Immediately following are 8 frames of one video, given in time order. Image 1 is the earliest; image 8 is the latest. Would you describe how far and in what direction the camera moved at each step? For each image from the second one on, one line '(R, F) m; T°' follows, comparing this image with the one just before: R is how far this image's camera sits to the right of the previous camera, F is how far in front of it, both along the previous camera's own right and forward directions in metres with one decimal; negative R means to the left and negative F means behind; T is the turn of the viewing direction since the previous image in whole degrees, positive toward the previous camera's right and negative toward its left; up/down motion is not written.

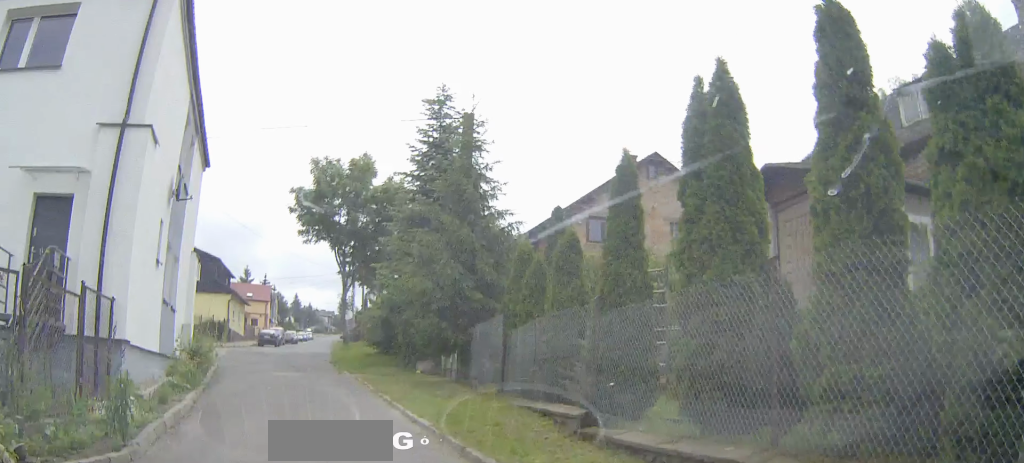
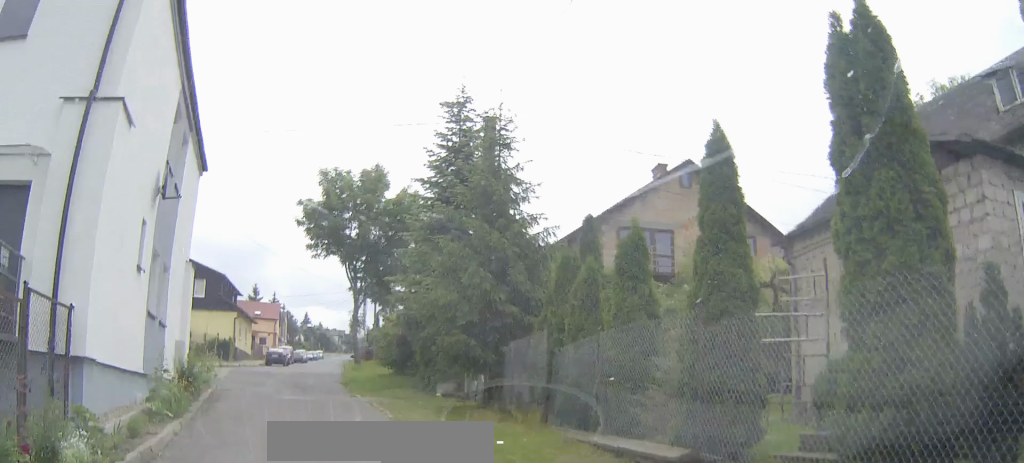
(0.0, +2.3) m; -1°
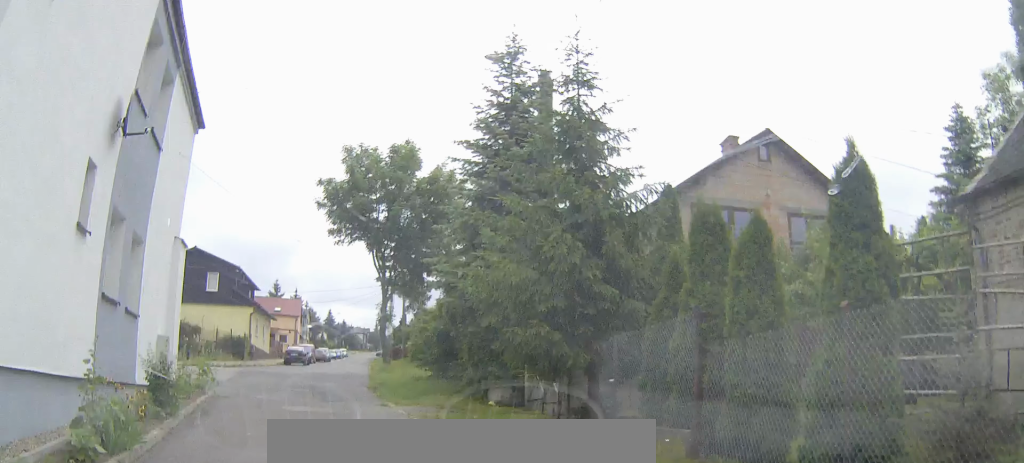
(0.0, +4.1) m; -2°
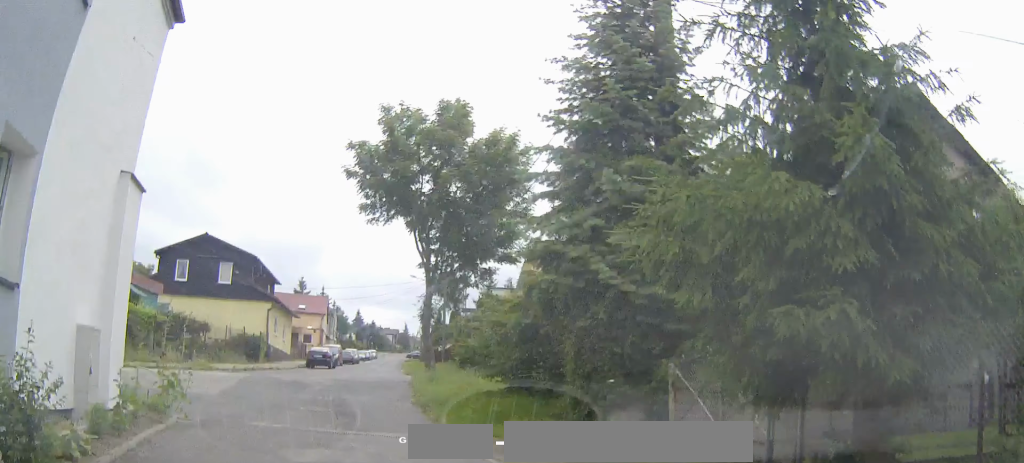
(0.0, +6.3) m; -2°
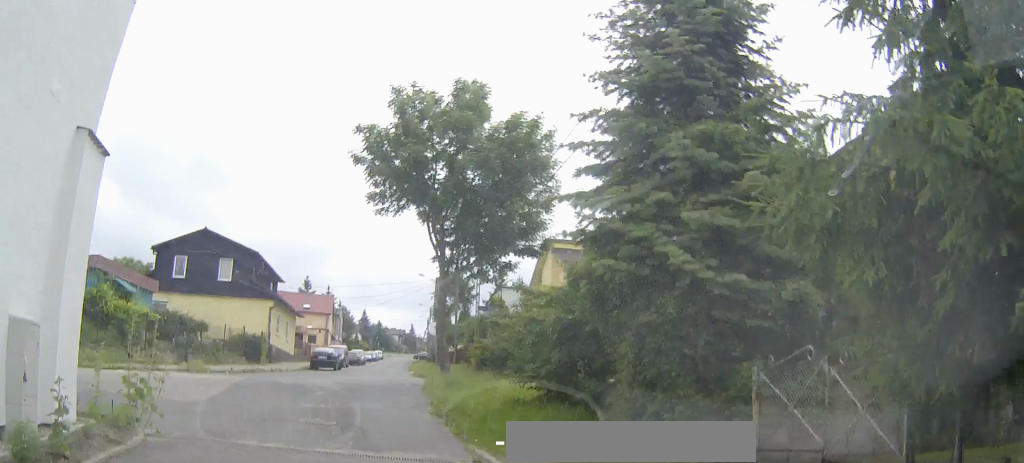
(0.0, +2.4) m; -1°
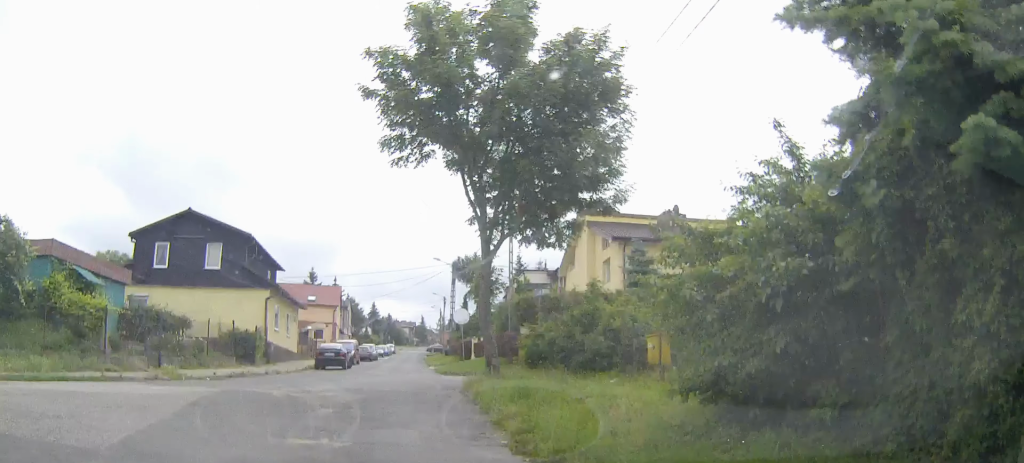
(-0.1, +7.1) m; 0°
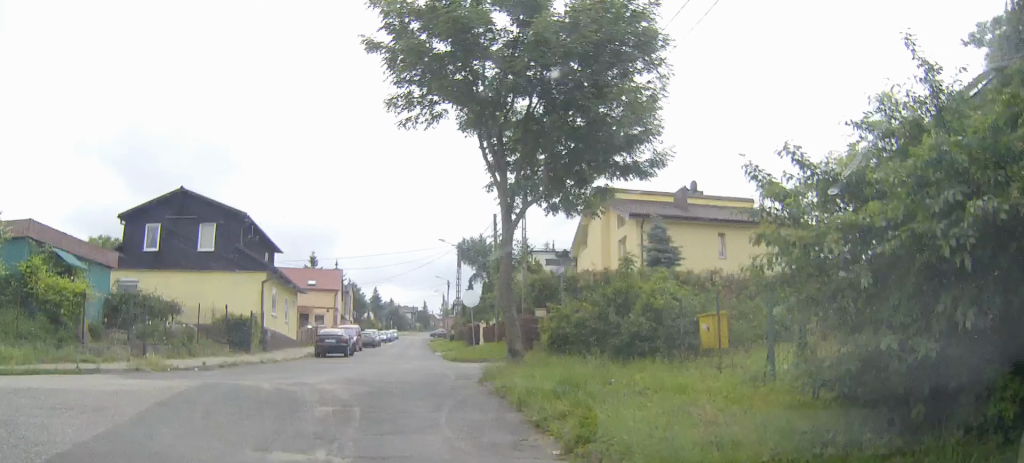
(-0.1, +2.6) m; -2°
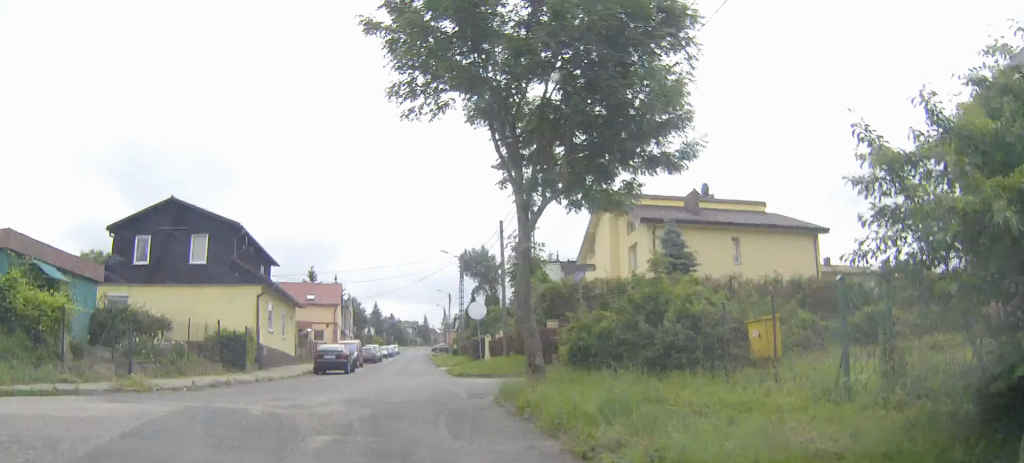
(0.0, +1.6) m; -1°
